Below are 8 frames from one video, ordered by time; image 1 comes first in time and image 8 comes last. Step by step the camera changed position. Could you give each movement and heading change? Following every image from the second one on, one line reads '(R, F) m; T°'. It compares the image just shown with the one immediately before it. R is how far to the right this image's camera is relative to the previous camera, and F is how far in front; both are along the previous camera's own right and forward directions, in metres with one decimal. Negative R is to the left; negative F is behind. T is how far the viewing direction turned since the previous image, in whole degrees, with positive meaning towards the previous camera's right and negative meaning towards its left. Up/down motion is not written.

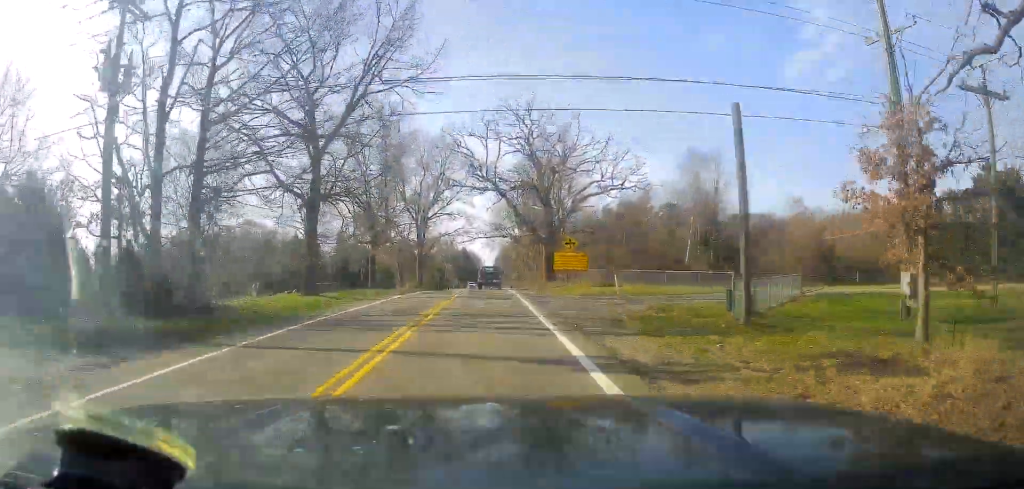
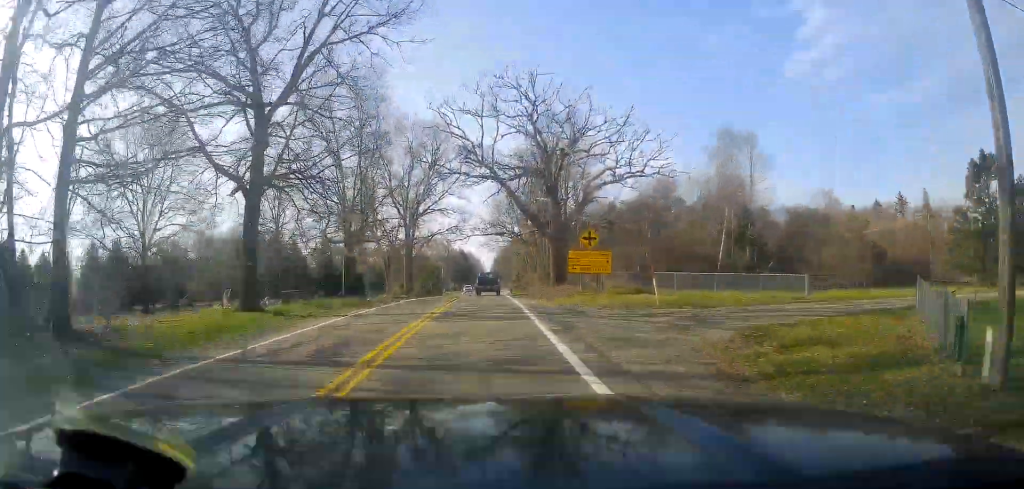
(-0.1, +9.2) m; -1°
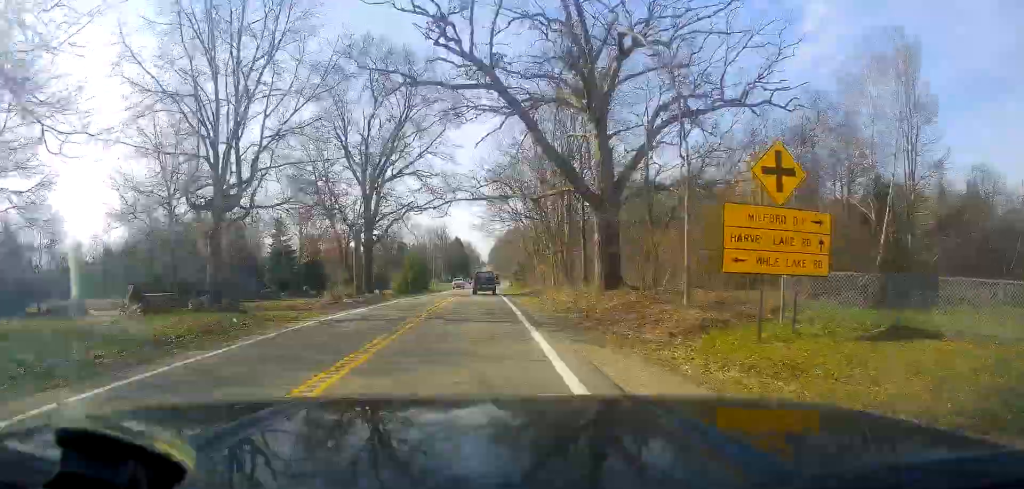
(-0.4, +22.2) m; +1°
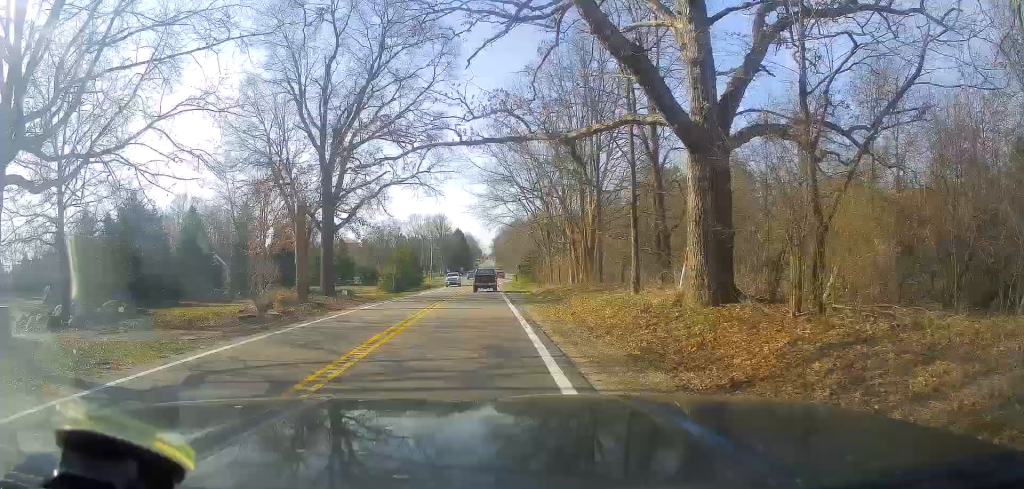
(+0.4, +12.7) m; +1°
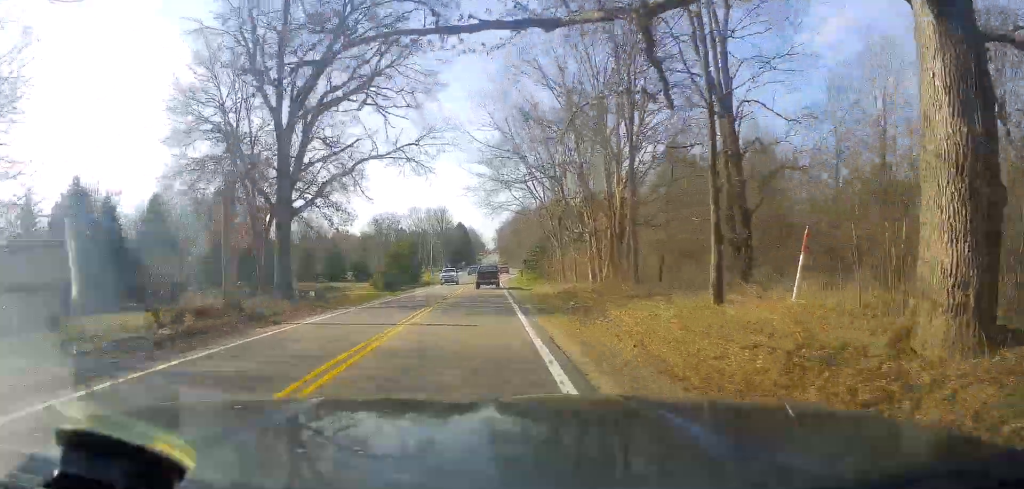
(+0.2, +8.6) m; +1°
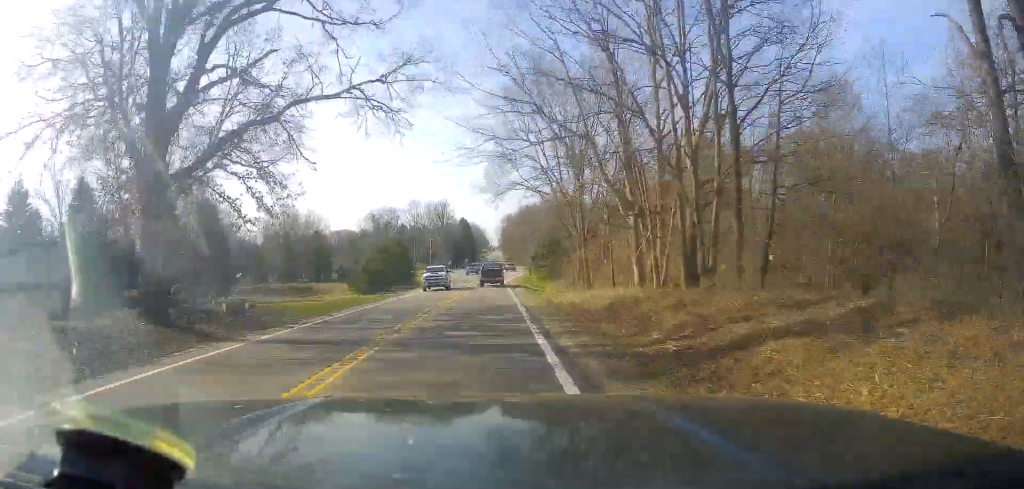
(0.0, +12.3) m; 0°
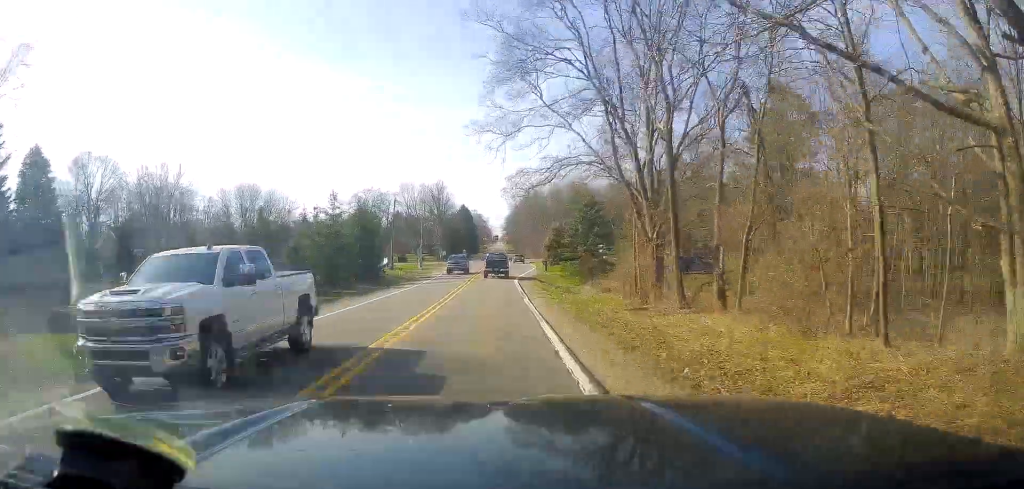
(0.0, +22.7) m; 0°
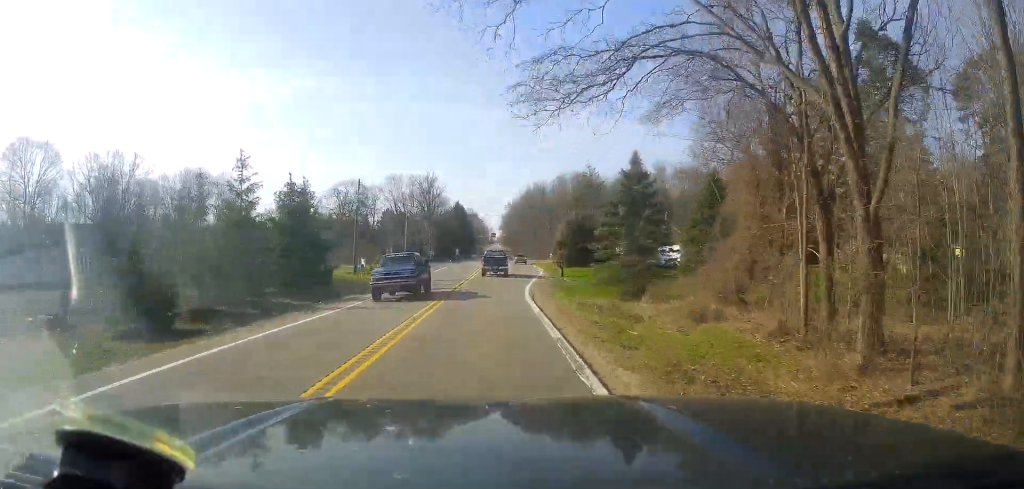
(0.0, +17.5) m; -2°
